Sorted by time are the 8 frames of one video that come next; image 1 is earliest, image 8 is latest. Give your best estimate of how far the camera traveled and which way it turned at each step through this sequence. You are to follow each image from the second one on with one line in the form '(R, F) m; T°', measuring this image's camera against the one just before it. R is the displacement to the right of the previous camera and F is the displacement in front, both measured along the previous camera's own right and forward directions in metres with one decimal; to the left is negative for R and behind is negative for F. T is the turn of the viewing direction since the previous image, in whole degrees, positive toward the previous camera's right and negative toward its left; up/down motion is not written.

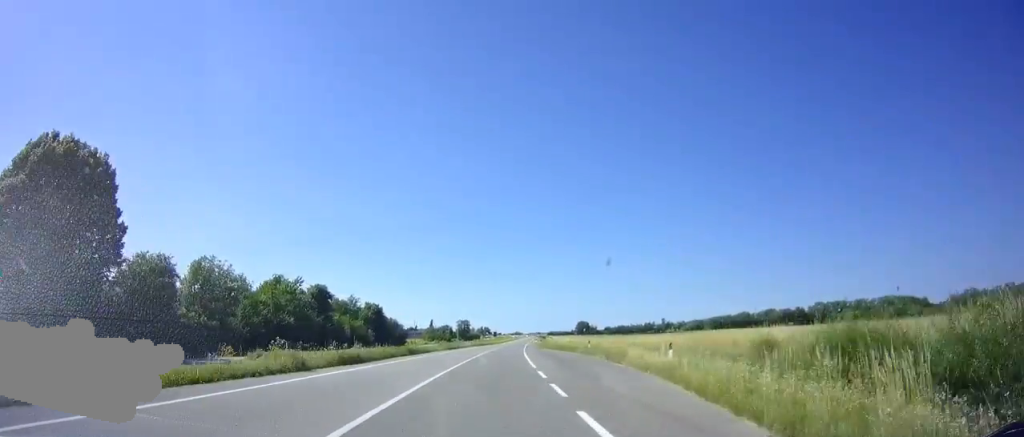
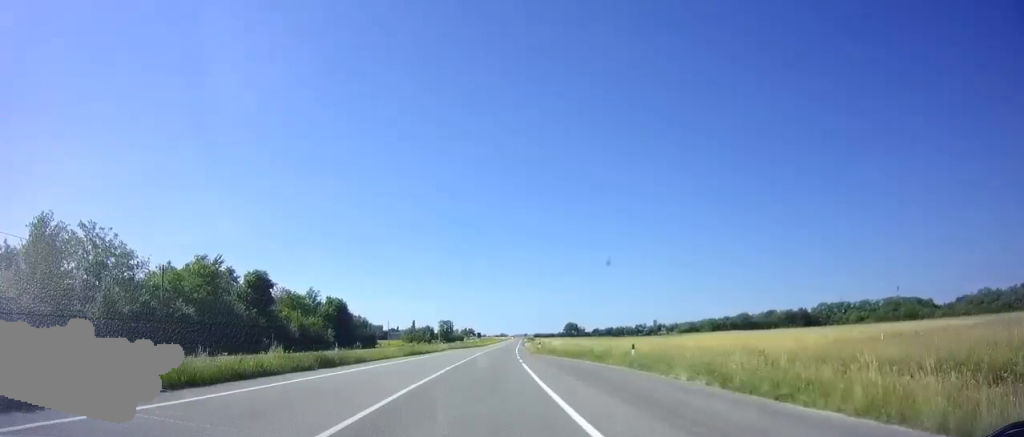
(+0.2, +17.1) m; +1°
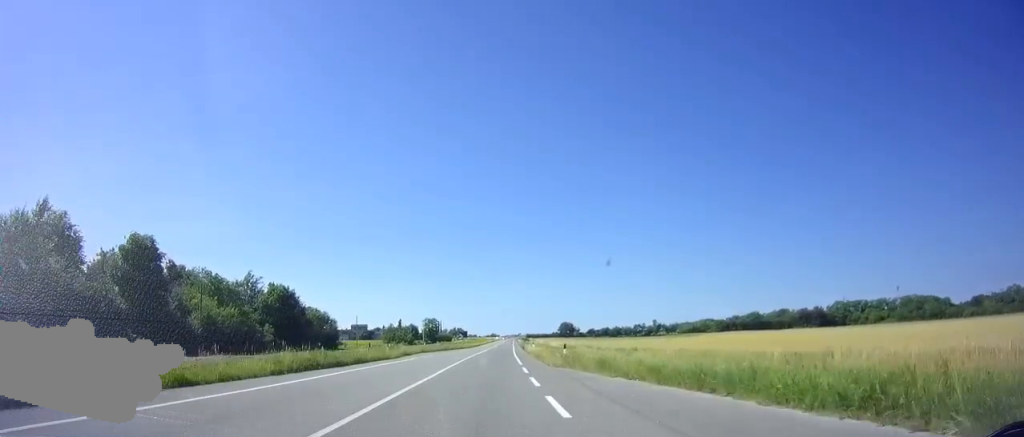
(+0.3, +22.0) m; +1°
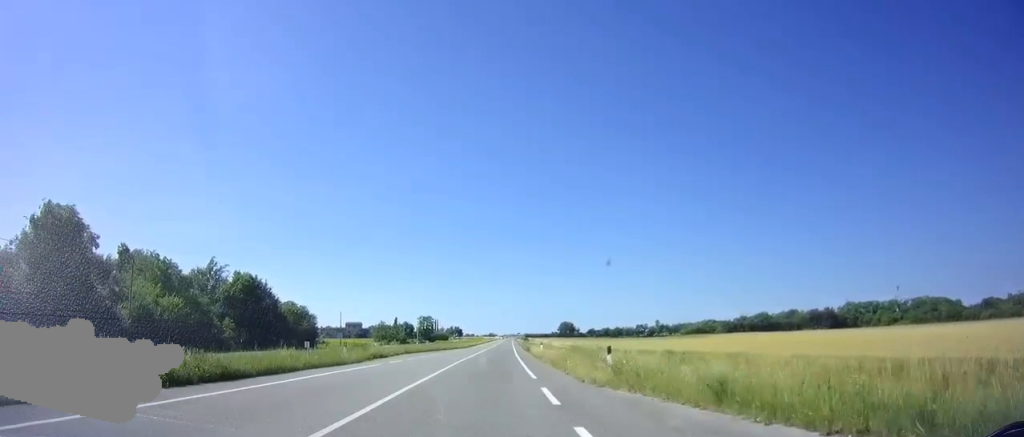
(-0.1, +10.4) m; 0°
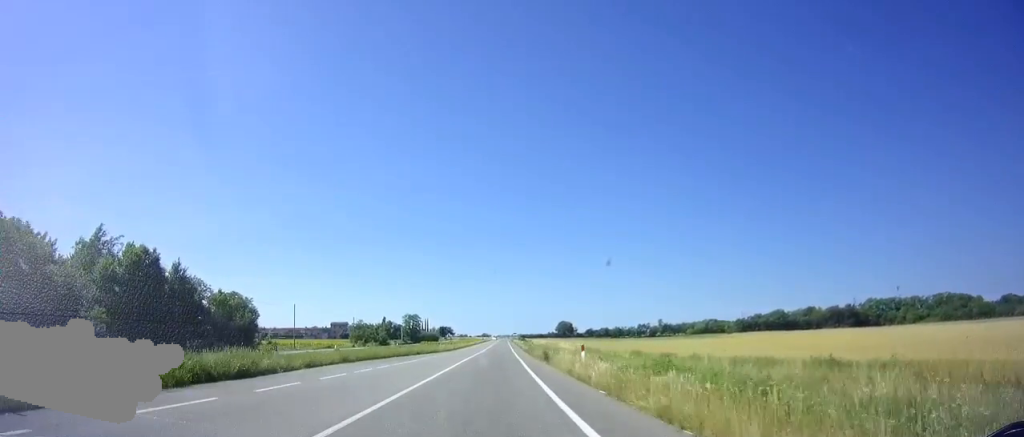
(+0.1, +21.4) m; +1°
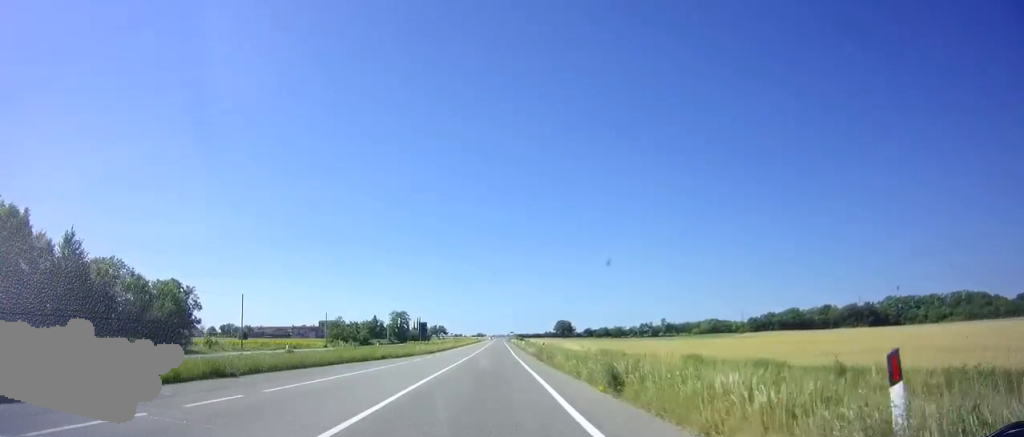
(+0.1, +15.9) m; 0°
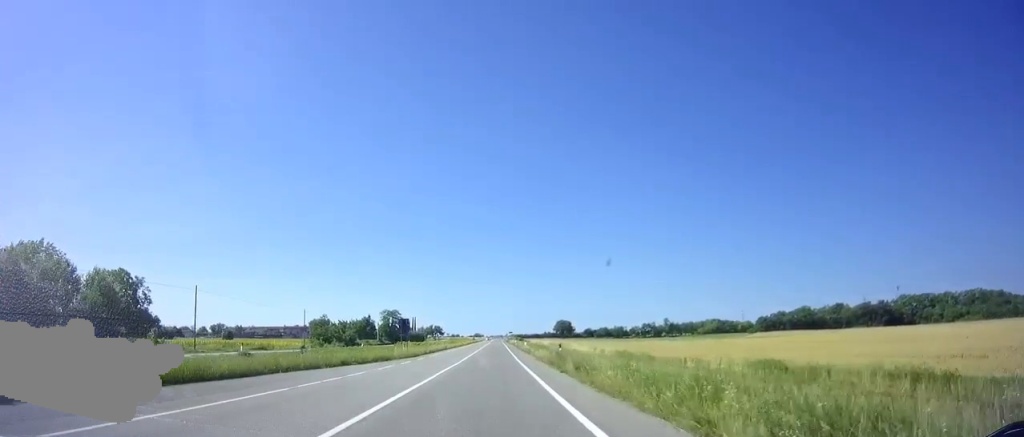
(-0.1, +10.4) m; 0°
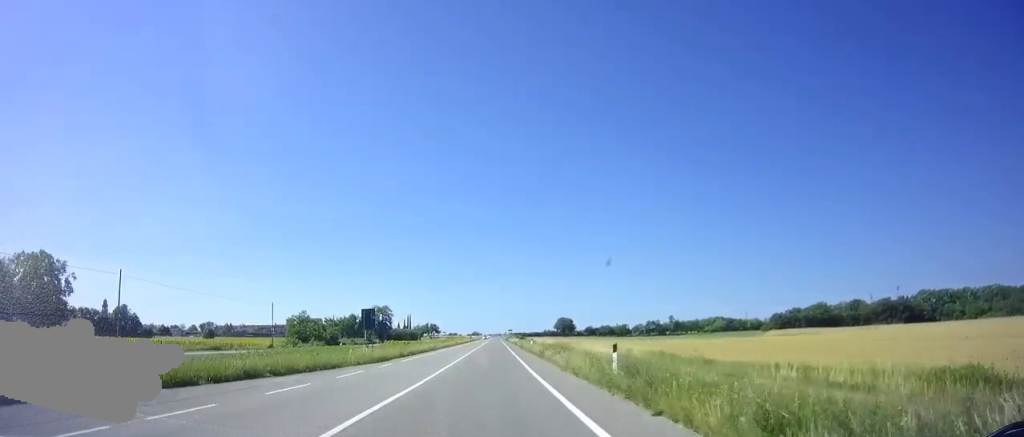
(+0.1, +12.5) m; 0°
